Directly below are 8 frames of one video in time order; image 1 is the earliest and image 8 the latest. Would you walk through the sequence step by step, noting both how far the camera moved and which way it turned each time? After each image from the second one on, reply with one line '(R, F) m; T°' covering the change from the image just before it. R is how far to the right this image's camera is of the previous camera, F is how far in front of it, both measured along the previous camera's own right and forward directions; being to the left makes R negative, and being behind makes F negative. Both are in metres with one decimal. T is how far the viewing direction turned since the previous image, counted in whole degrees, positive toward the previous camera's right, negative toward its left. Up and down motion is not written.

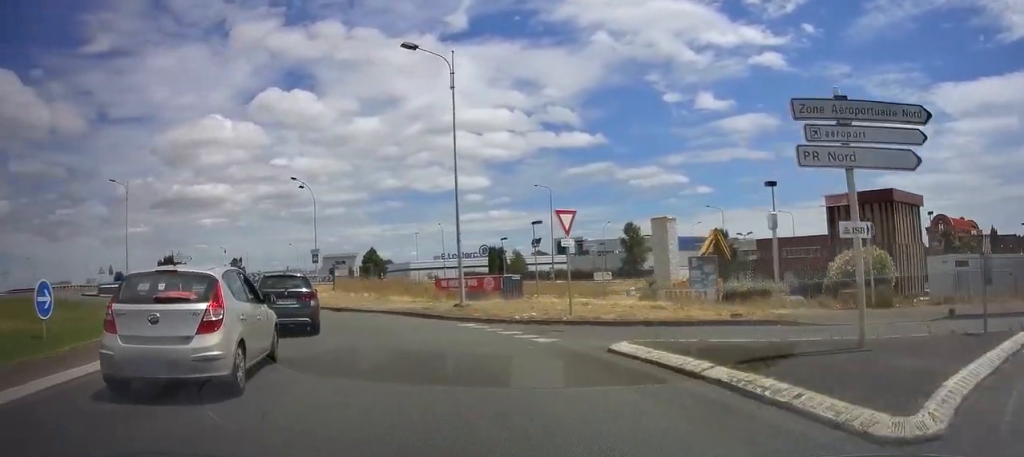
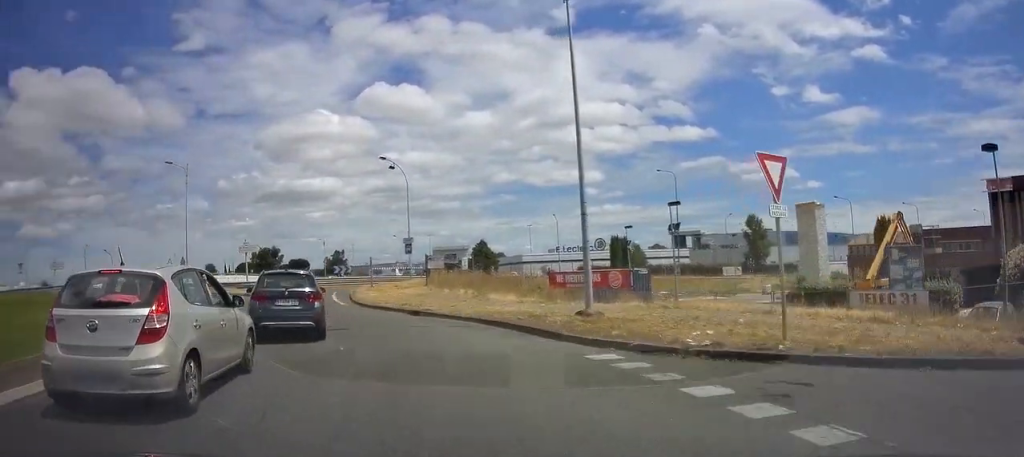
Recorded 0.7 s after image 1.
(-0.6, +7.1) m; -10°
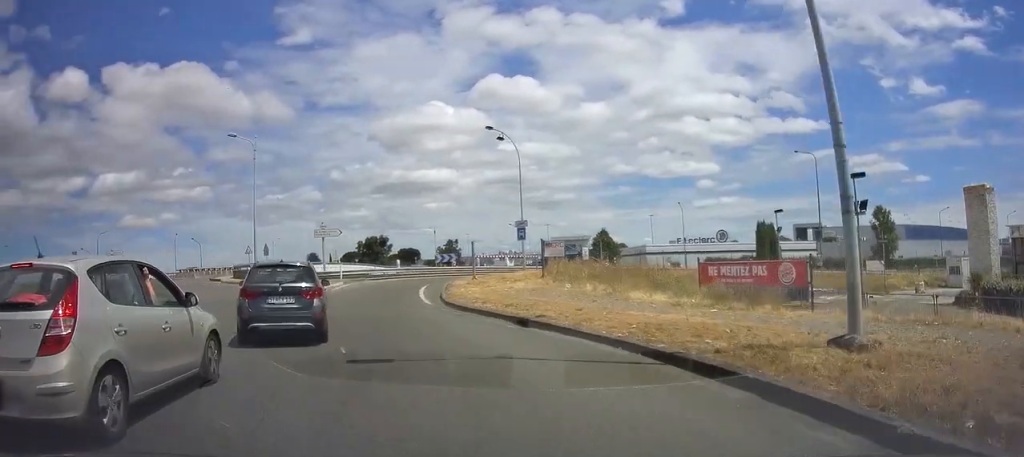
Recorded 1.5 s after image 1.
(-0.5, +7.0) m; -11°
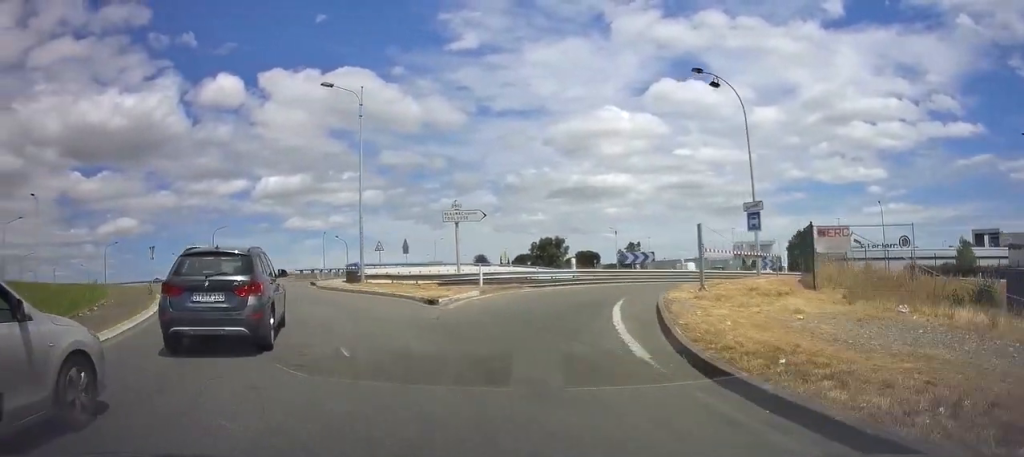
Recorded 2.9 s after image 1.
(-2.2, +11.5) m; -17°
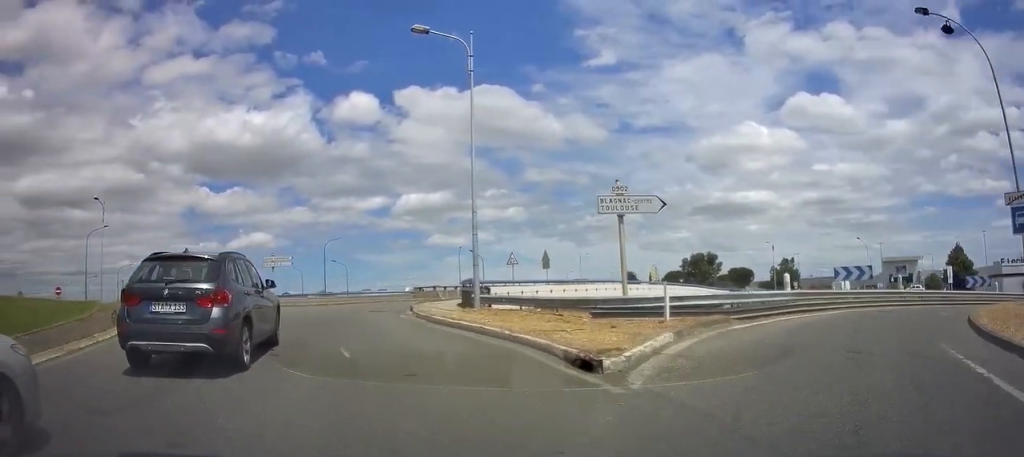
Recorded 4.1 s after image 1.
(-0.9, +8.3) m; -12°
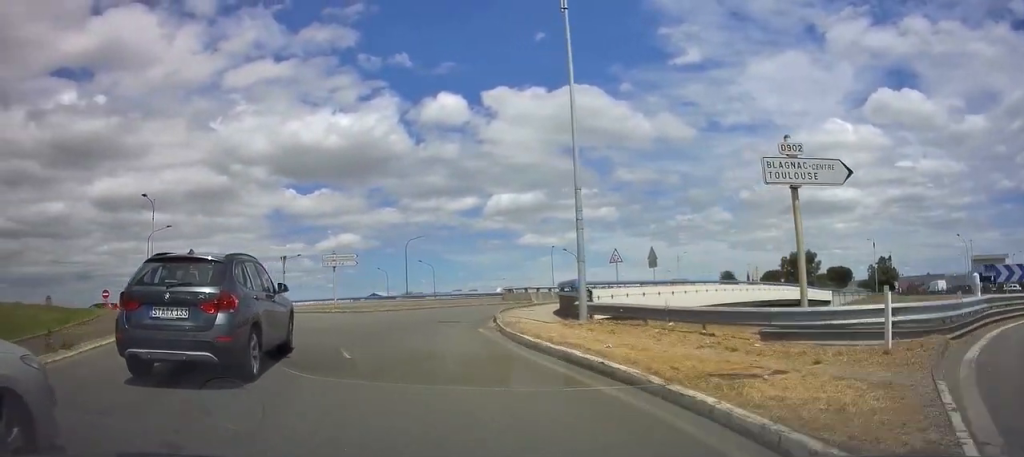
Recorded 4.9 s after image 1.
(-0.3, +4.9) m; -6°
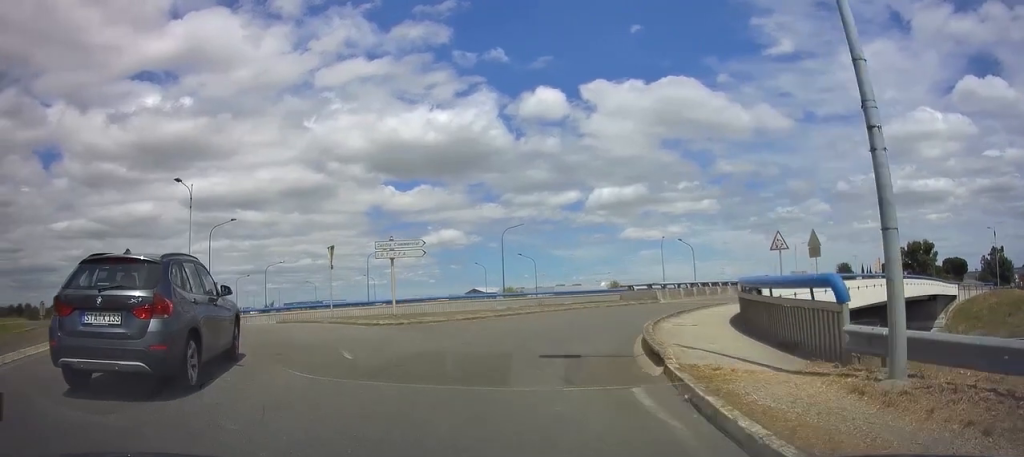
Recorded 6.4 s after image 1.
(-0.4, +8.5) m; 0°
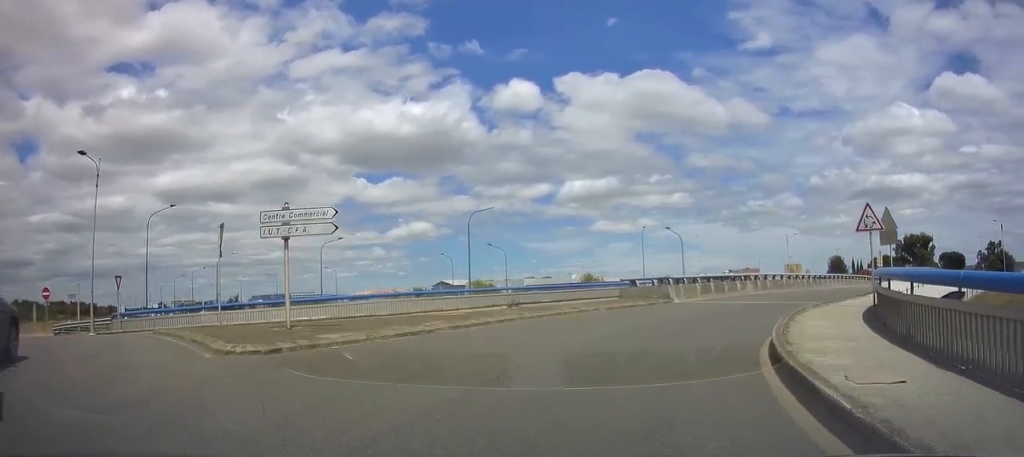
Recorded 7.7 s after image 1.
(+0.6, +8.2) m; +11°
